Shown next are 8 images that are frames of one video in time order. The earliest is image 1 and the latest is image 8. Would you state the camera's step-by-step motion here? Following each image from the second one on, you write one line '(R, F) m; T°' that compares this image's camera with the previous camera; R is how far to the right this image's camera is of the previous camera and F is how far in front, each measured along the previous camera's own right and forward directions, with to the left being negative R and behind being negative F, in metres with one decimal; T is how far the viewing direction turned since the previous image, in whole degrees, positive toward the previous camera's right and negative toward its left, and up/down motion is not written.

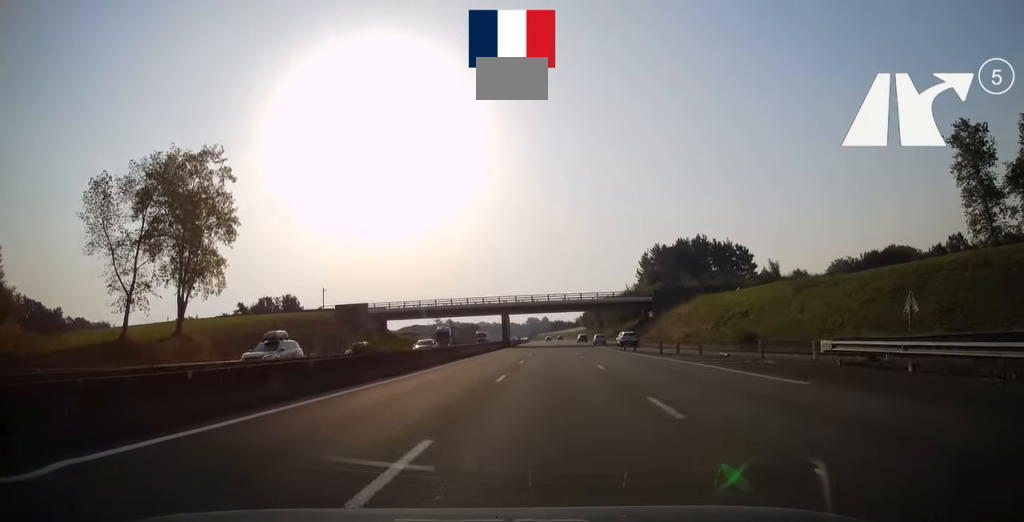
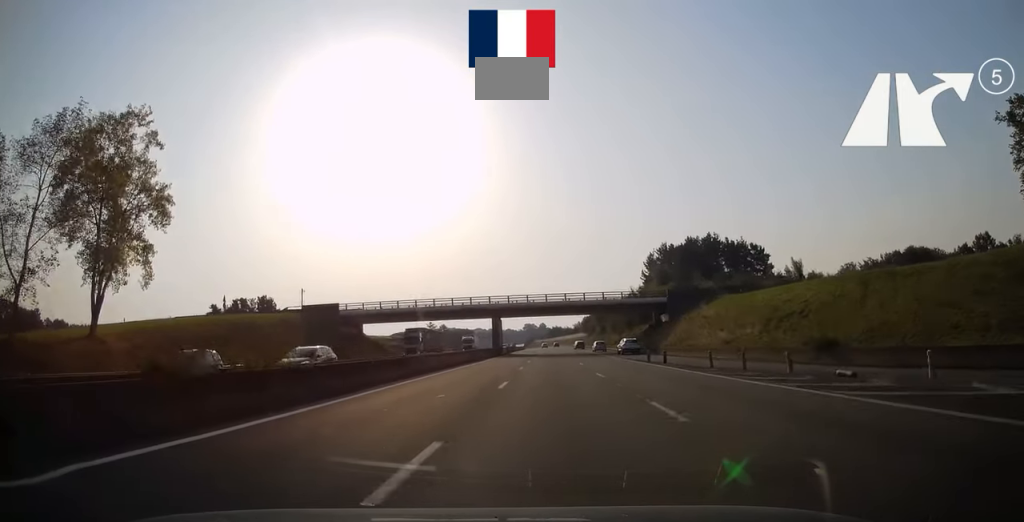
(0.0, +12.8) m; 0°
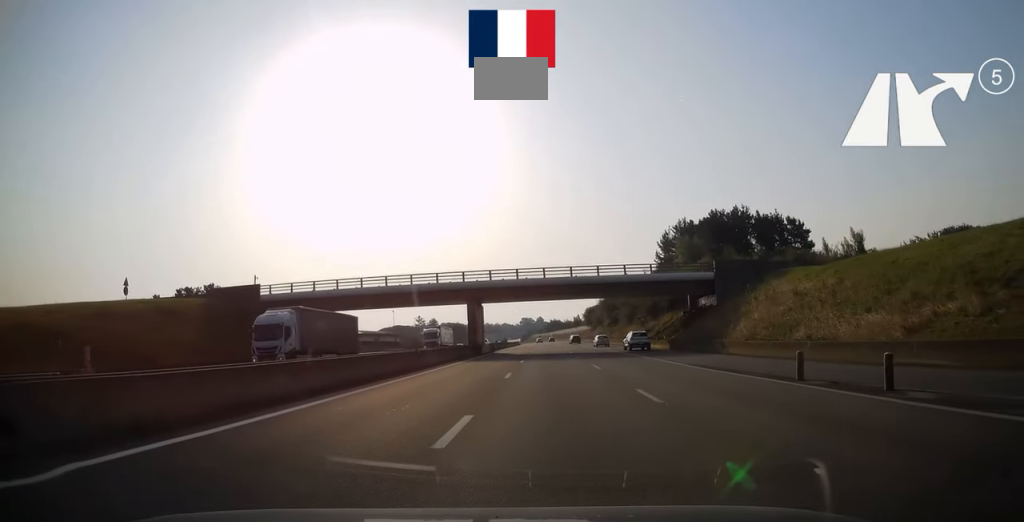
(-0.4, +23.5) m; 0°
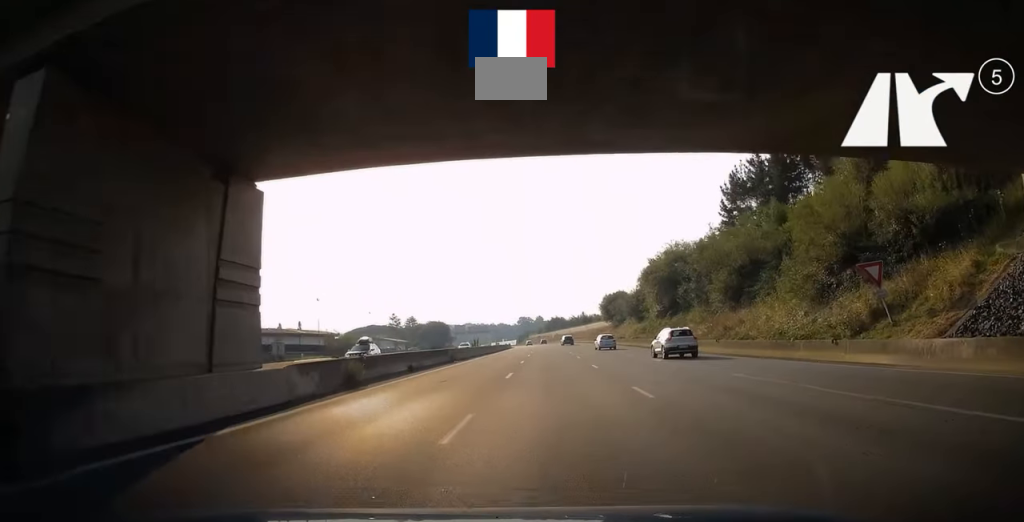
(+0.8, +50.8) m; 0°
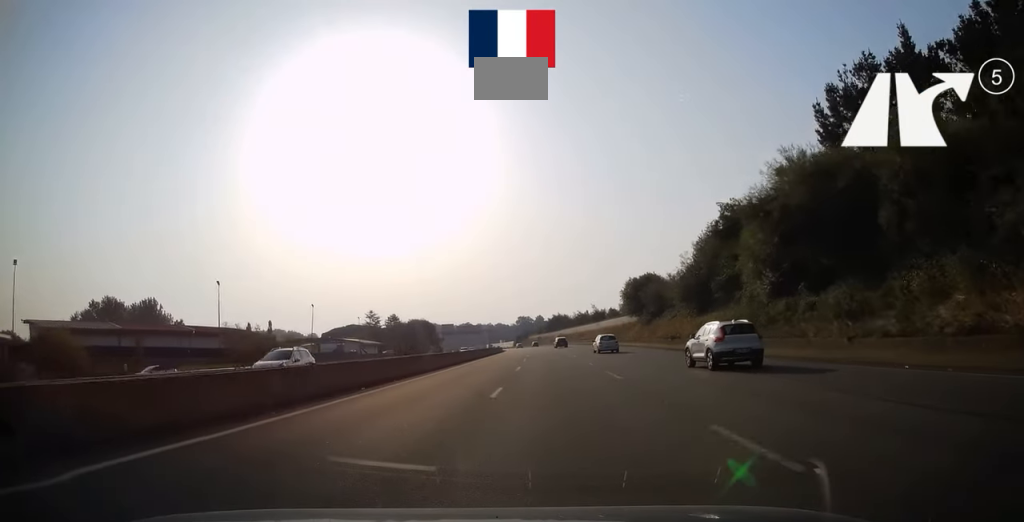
(-0.4, +32.6) m; 0°
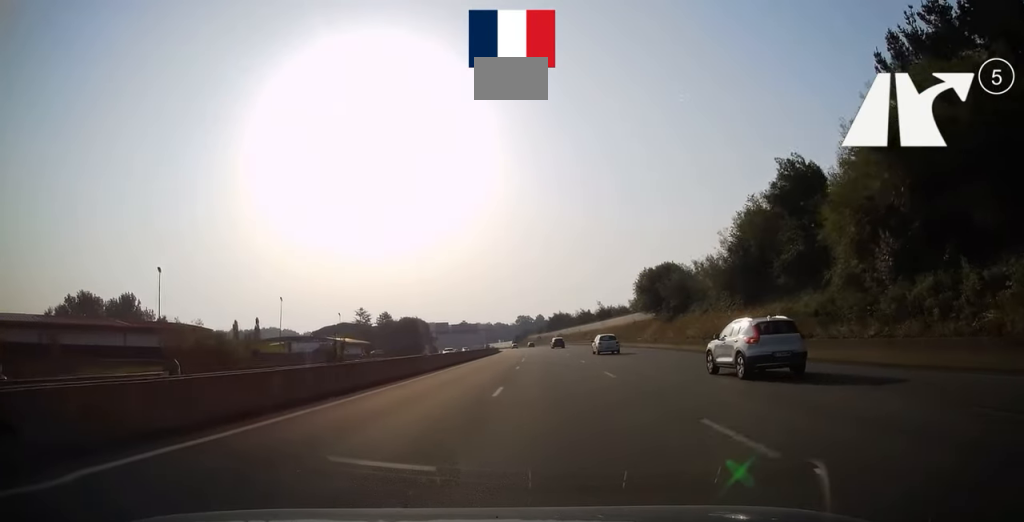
(-0.1, +12.3) m; 0°
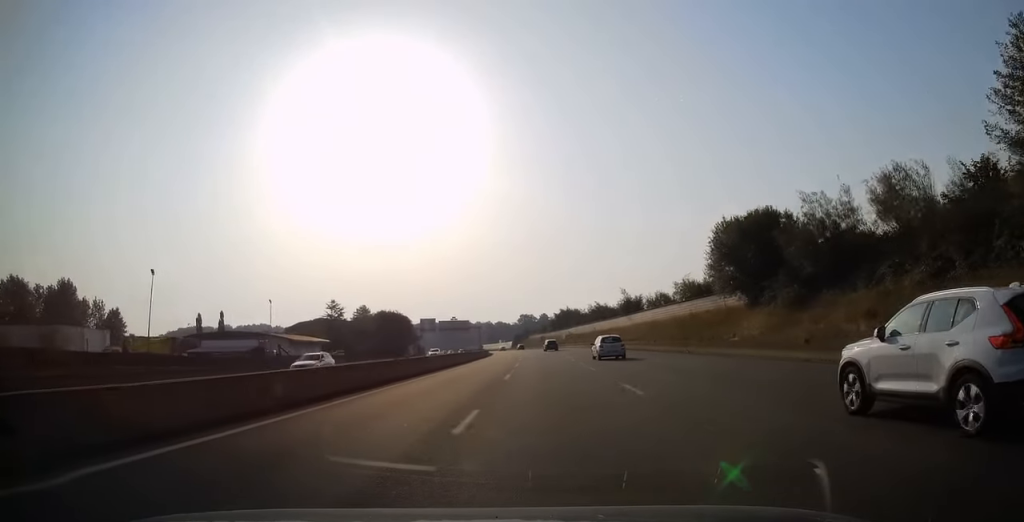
(+0.3, +32.0) m; -1°
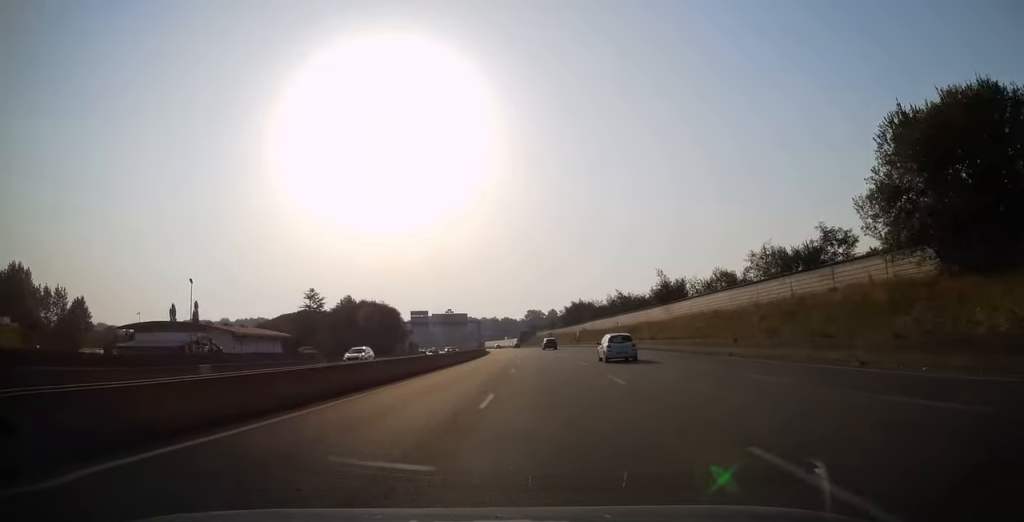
(-0.6, +22.6) m; -1°
